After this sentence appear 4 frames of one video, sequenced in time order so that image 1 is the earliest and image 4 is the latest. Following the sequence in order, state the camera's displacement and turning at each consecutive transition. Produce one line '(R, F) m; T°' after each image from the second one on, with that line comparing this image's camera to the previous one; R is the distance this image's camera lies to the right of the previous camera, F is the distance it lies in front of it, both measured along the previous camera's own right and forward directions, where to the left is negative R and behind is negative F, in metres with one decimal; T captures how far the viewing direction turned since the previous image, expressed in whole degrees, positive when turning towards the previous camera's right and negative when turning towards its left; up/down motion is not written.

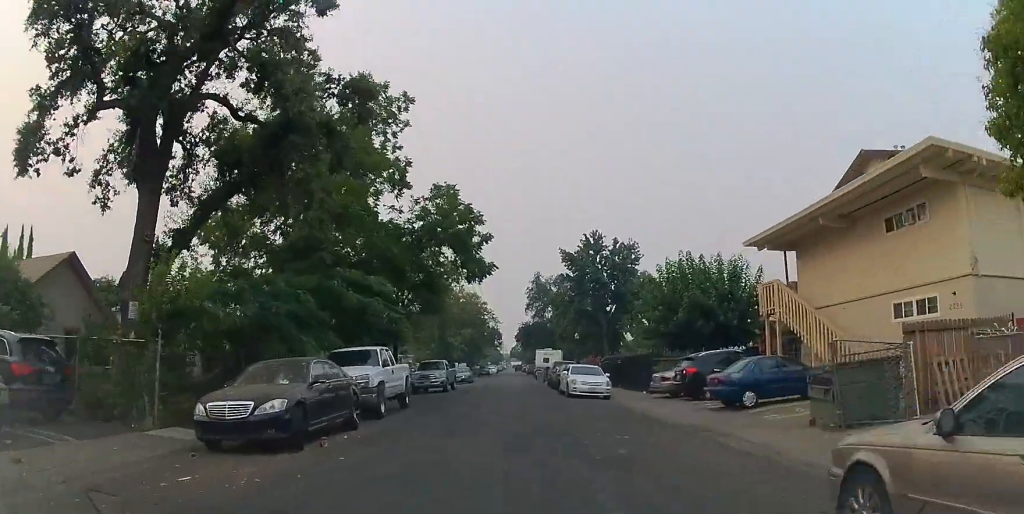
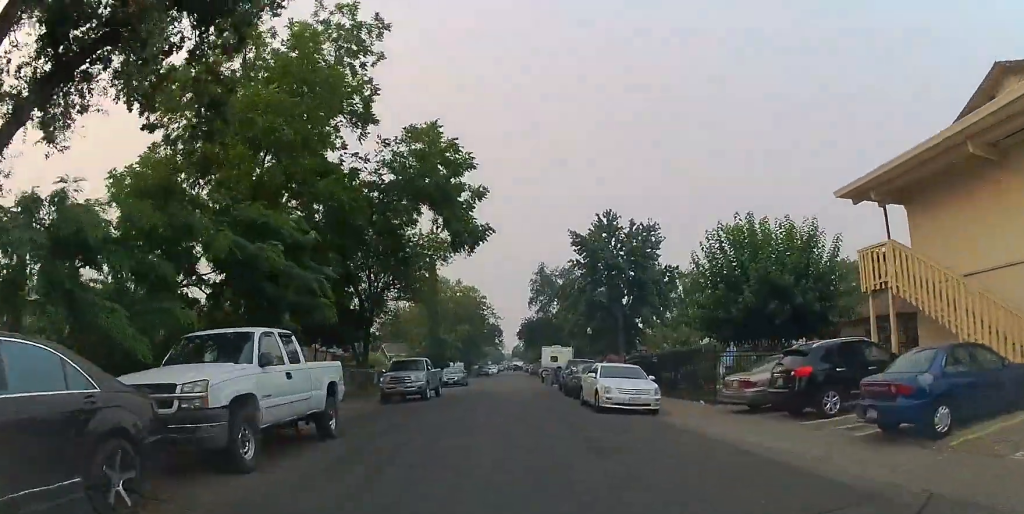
(0.0, +7.7) m; 0°
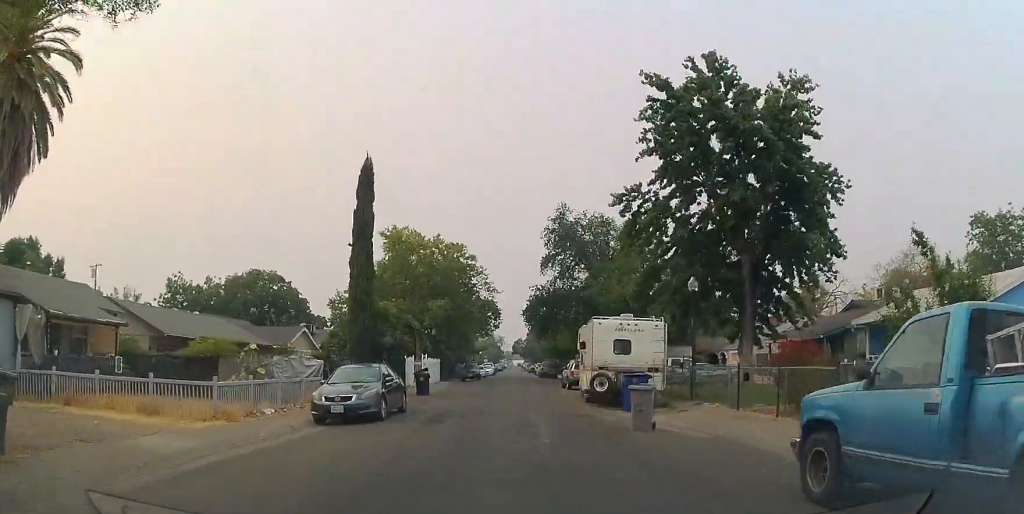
(-0.2, +27.6) m; +3°
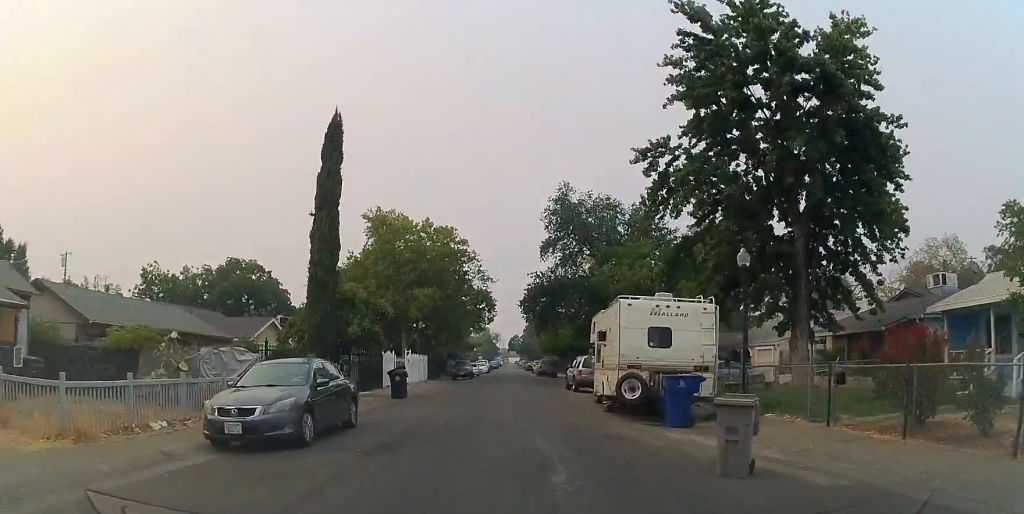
(-0.1, +5.0) m; -2°
